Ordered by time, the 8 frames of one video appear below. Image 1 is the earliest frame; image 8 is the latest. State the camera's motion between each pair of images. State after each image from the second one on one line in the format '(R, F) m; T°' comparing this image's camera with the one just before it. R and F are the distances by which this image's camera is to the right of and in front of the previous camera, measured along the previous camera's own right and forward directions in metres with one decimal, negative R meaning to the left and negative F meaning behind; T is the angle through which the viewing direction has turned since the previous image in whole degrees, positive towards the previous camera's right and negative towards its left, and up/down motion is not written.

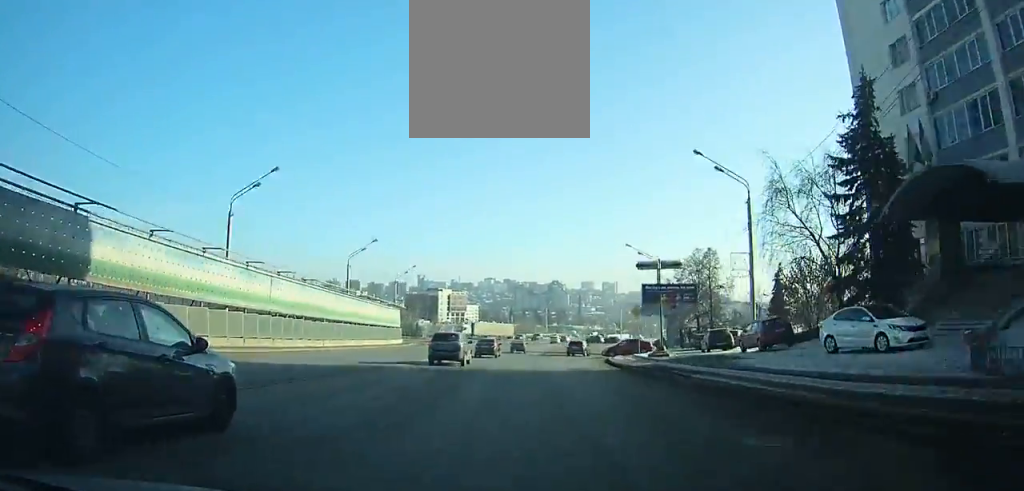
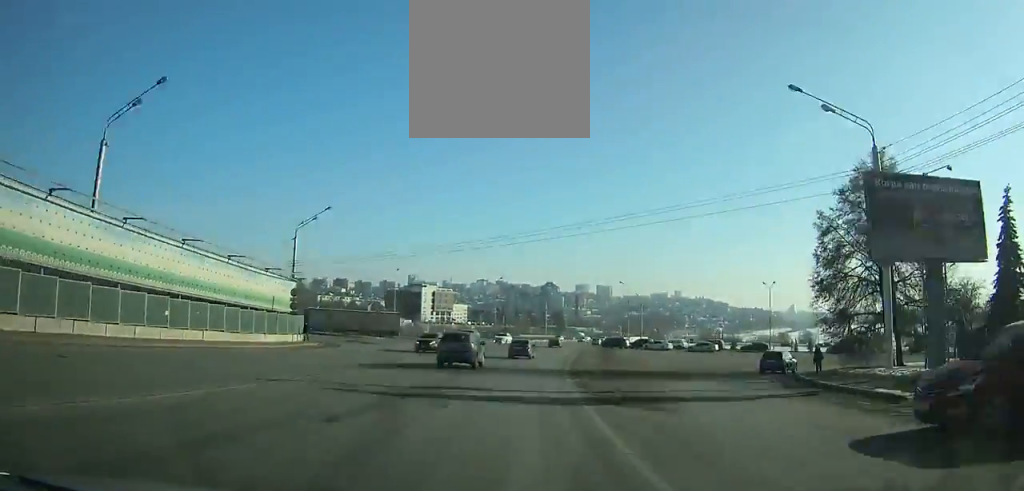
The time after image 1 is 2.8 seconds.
(+0.7, +42.6) m; +3°
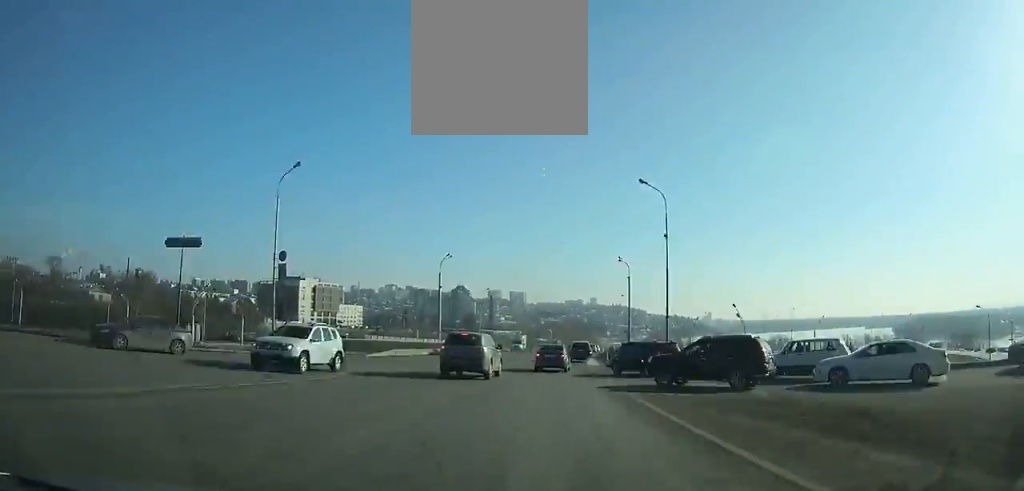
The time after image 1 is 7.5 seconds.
(+3.8, +66.9) m; +7°
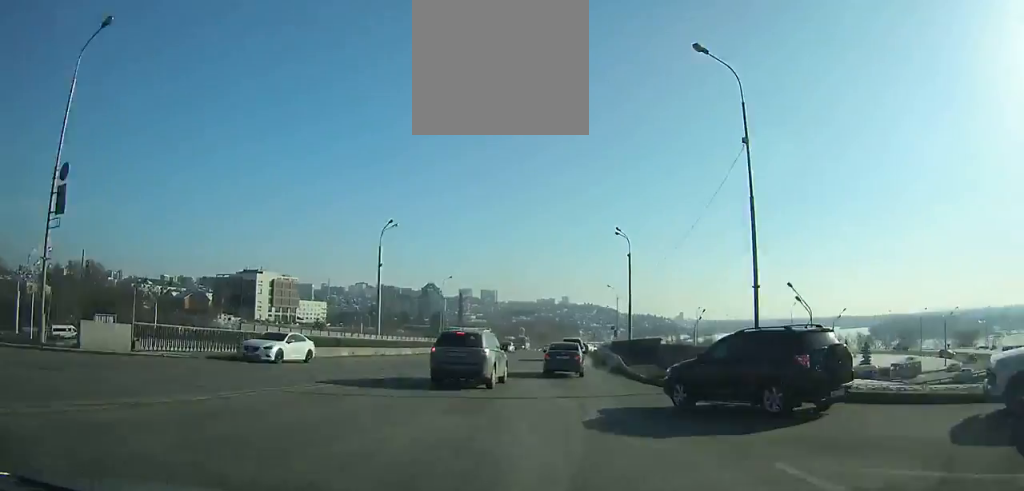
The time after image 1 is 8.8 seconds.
(+0.5, +16.6) m; +2°
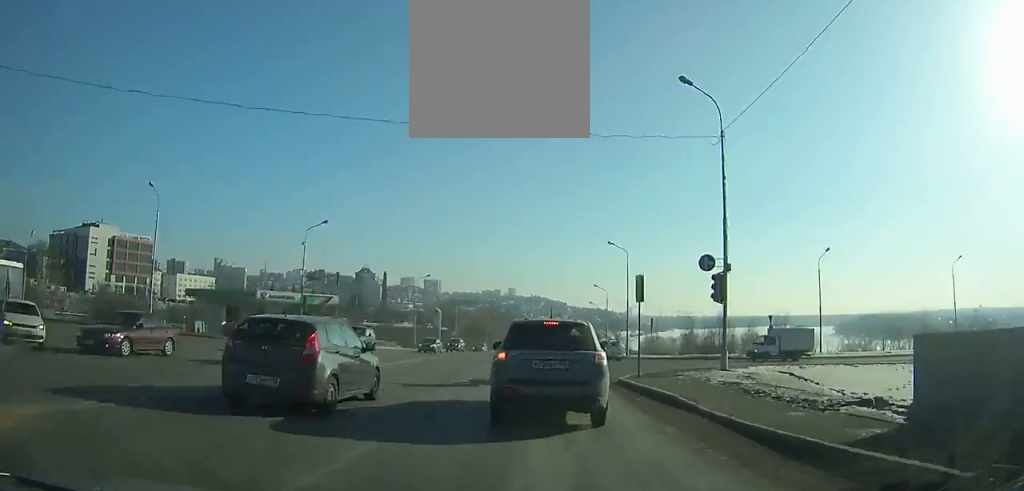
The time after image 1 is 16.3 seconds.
(+4.8, +84.0) m; +4°
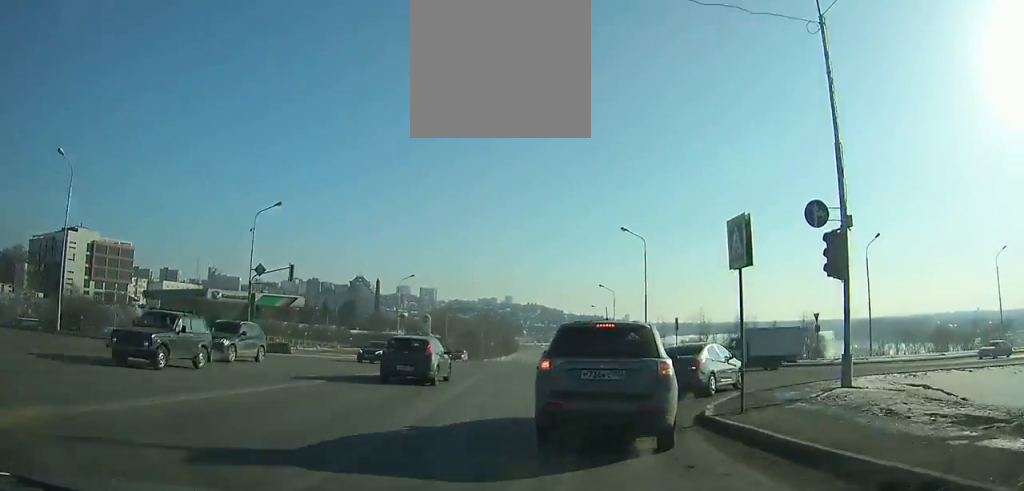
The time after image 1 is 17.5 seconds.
(0.0, +12.8) m; +1°
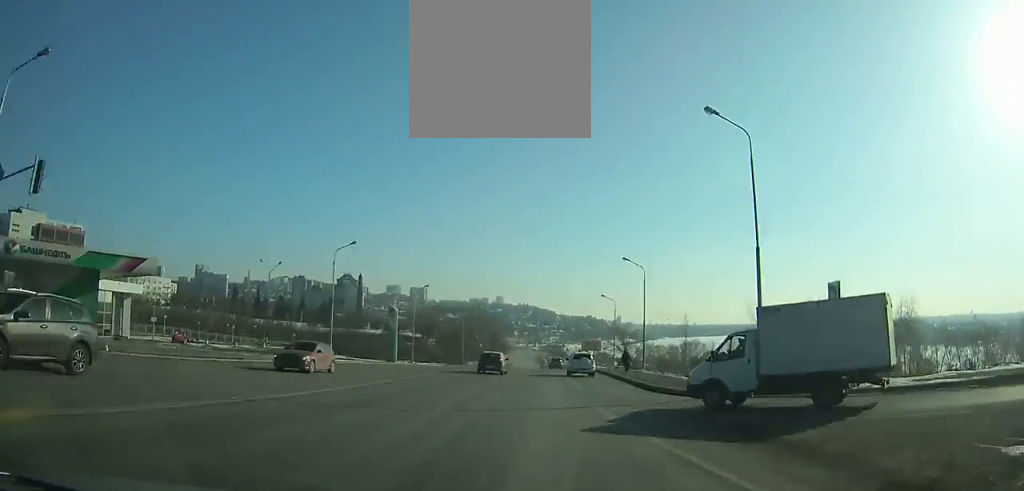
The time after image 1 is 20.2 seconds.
(+0.5, +30.4) m; +2°
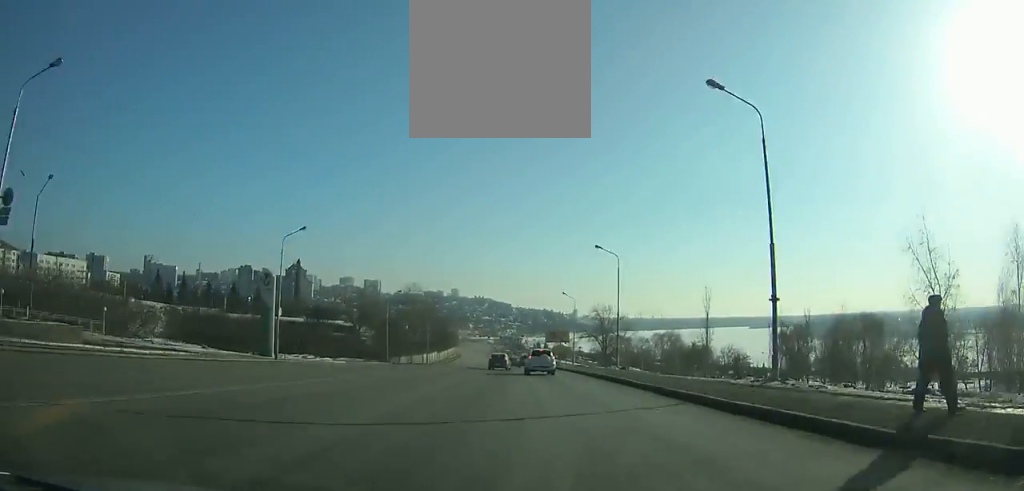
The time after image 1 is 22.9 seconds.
(+0.7, +32.8) m; +2°
